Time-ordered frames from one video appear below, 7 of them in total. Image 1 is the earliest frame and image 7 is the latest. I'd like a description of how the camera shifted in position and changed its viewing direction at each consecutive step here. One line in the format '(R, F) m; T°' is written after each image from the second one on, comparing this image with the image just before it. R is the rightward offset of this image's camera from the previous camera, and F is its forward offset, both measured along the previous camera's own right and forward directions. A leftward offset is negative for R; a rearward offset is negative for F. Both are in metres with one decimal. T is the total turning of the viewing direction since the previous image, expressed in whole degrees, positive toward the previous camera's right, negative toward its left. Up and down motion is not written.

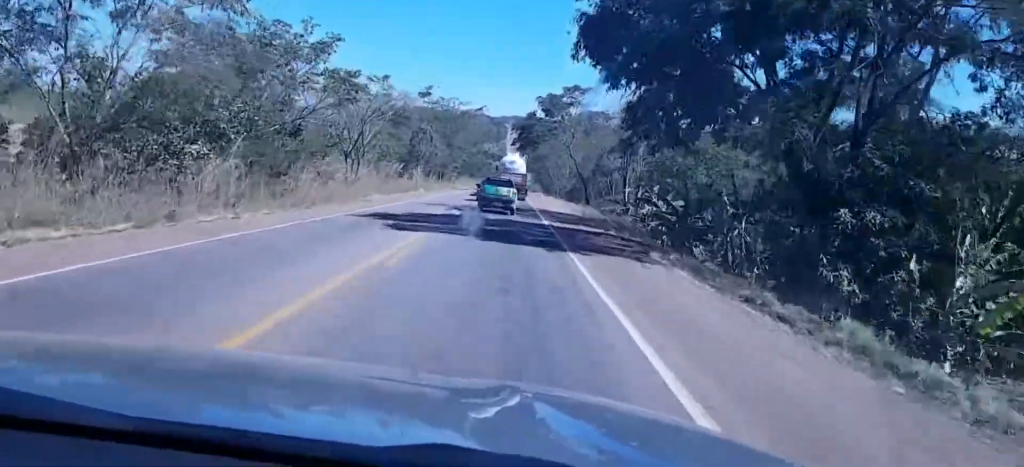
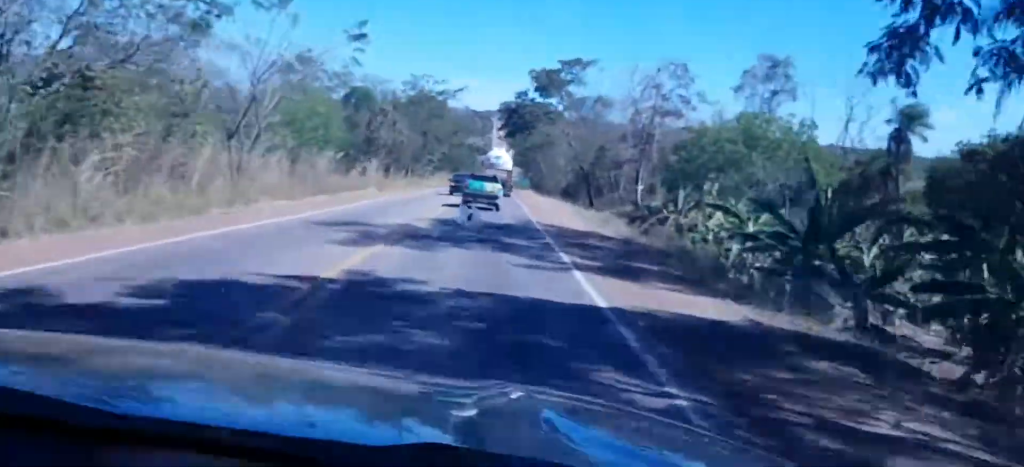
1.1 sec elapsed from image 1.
(0.0, +22.5) m; -1°
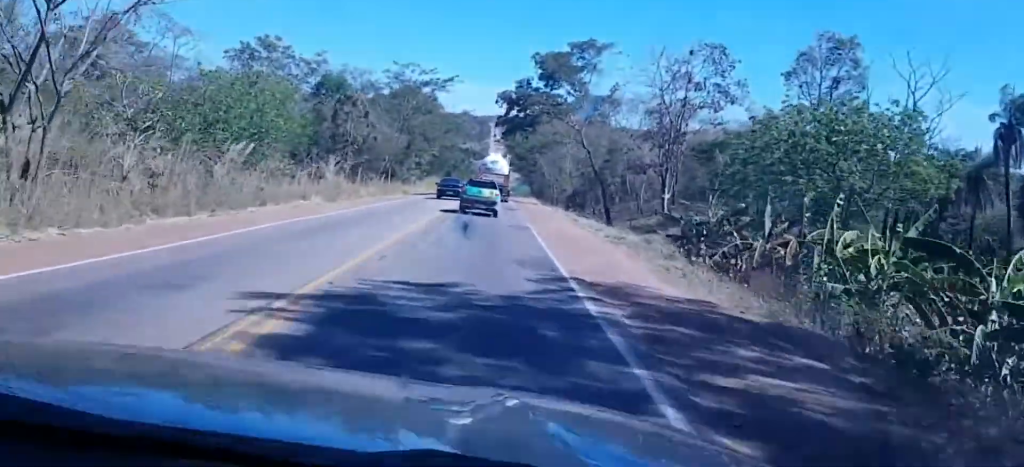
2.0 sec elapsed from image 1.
(-0.3, +17.3) m; -1°
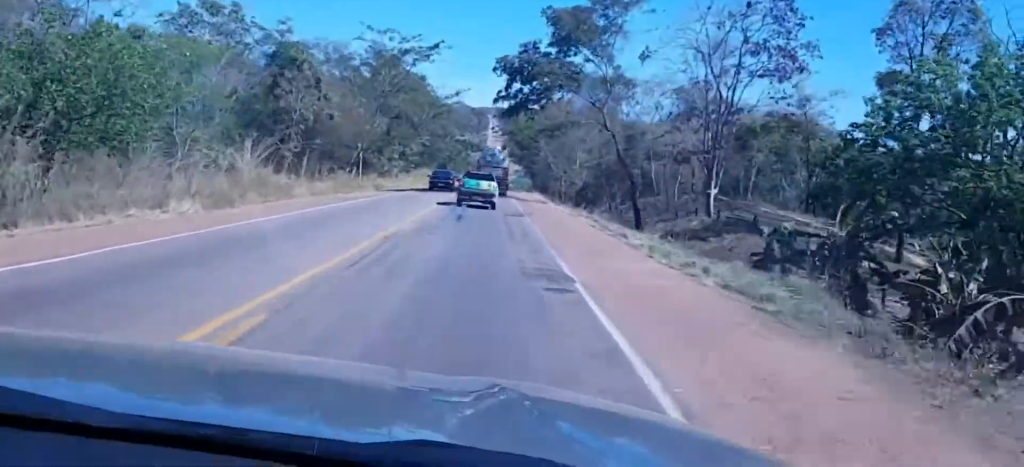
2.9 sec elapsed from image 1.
(-0.1, +16.9) m; +1°
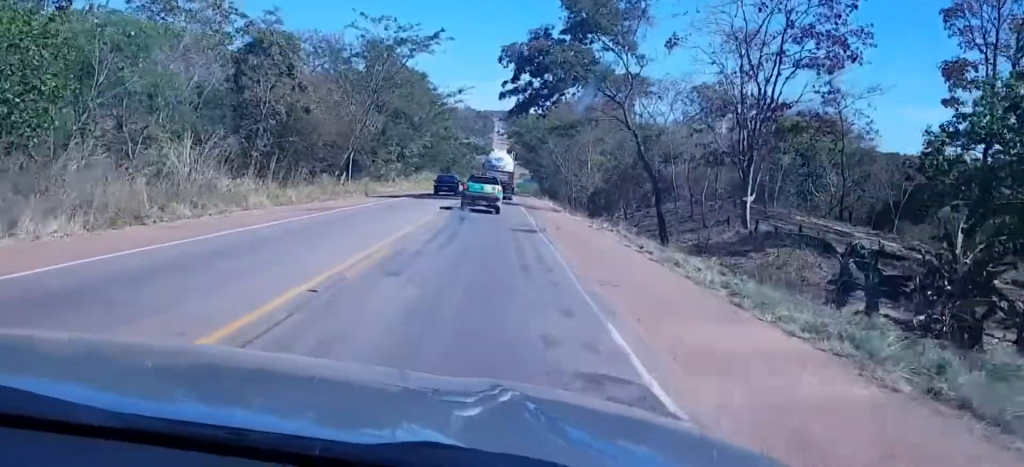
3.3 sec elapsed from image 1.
(-0.1, +7.6) m; +1°
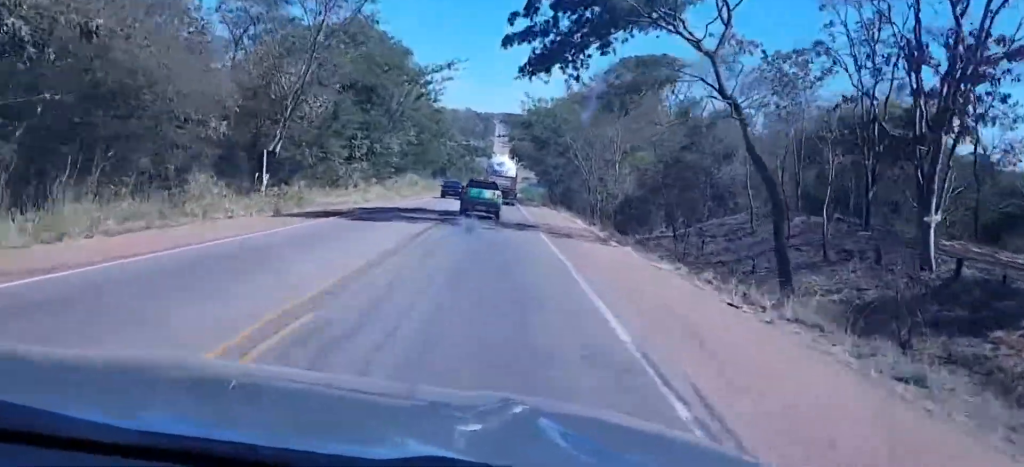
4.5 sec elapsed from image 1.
(+0.8, +22.3) m; +2°
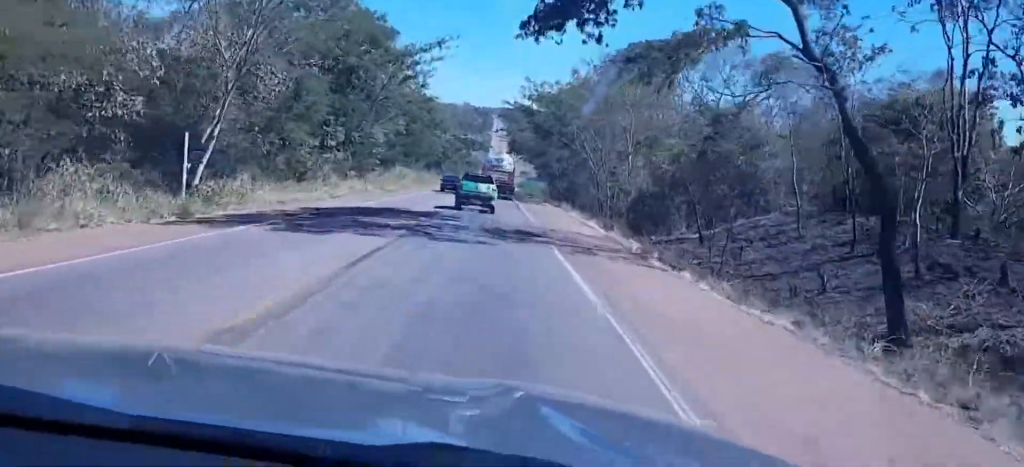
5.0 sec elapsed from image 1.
(0.0, +9.5) m; +1°
